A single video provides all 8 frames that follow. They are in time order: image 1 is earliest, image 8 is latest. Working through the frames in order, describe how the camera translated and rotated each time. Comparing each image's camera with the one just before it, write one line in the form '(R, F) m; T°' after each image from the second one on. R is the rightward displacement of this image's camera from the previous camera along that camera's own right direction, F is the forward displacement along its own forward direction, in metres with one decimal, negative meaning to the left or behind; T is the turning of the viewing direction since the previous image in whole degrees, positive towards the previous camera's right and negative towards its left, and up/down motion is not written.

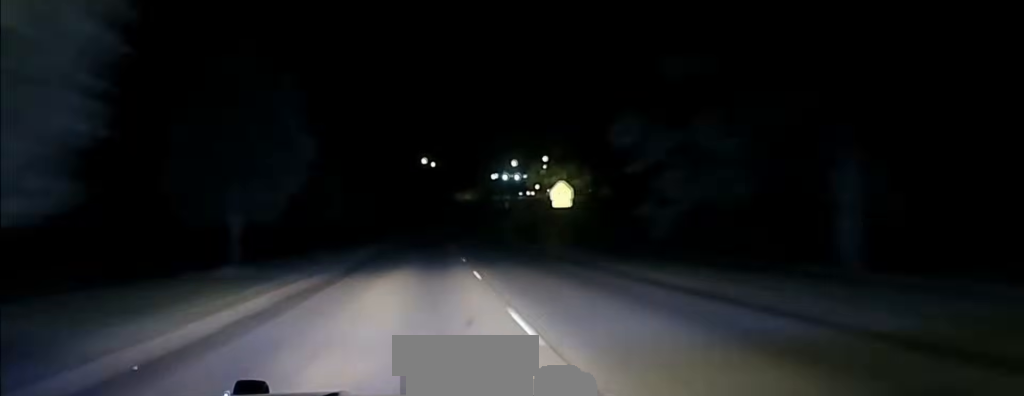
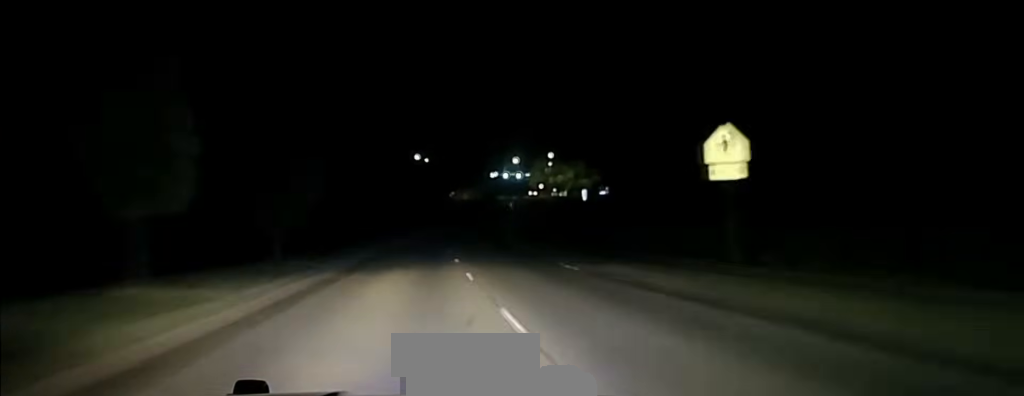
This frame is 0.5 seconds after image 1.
(-0.2, +21.6) m; 0°
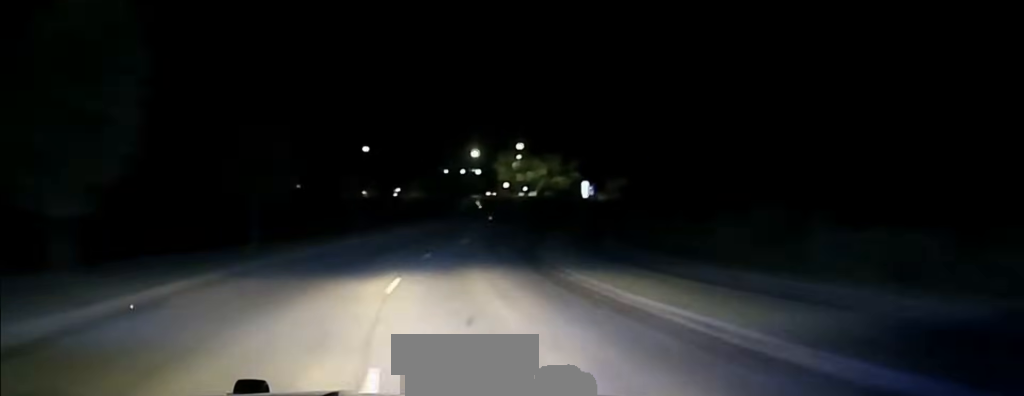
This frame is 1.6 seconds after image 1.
(+0.9, +42.9) m; +3°
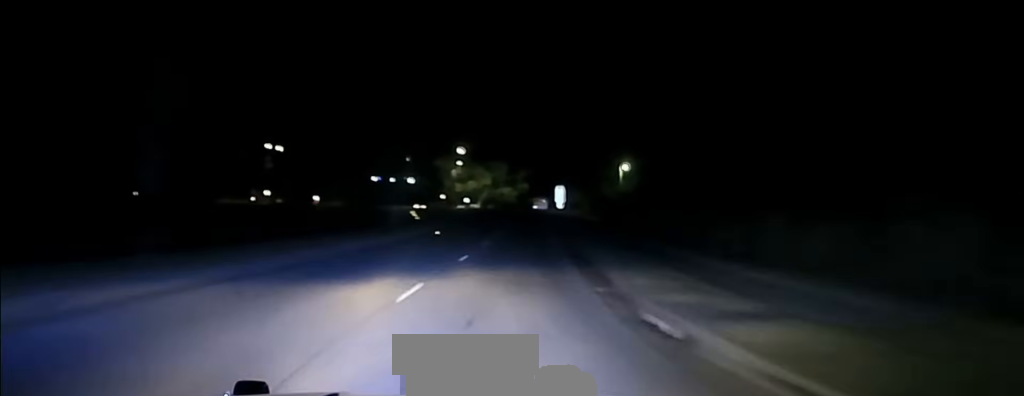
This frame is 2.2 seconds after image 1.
(+0.5, +22.9) m; +3°
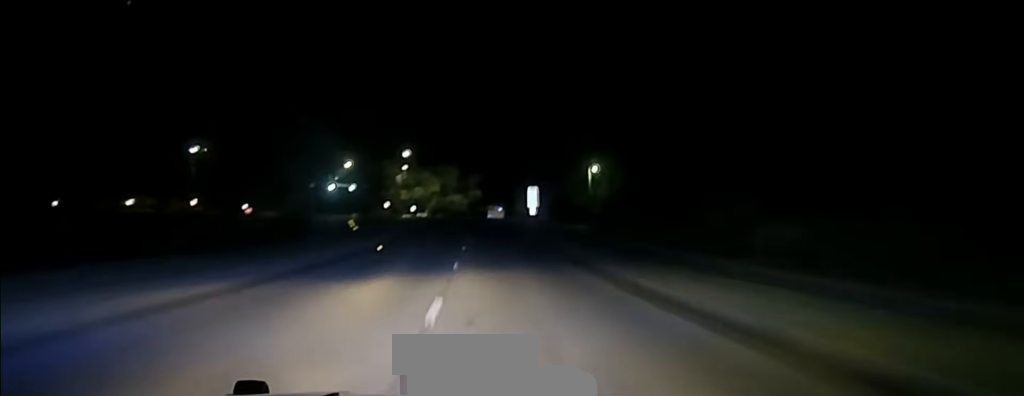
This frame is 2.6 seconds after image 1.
(0.0, +14.3) m; +2°
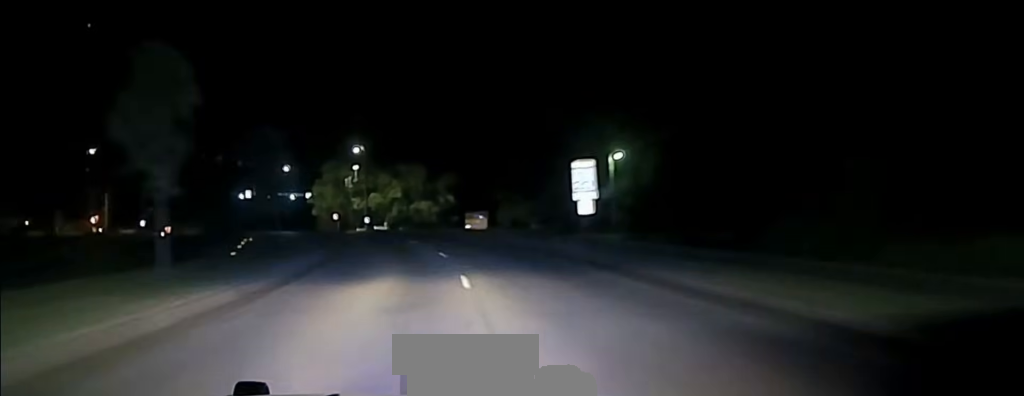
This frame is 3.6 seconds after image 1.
(+1.8, +32.6) m; +5°
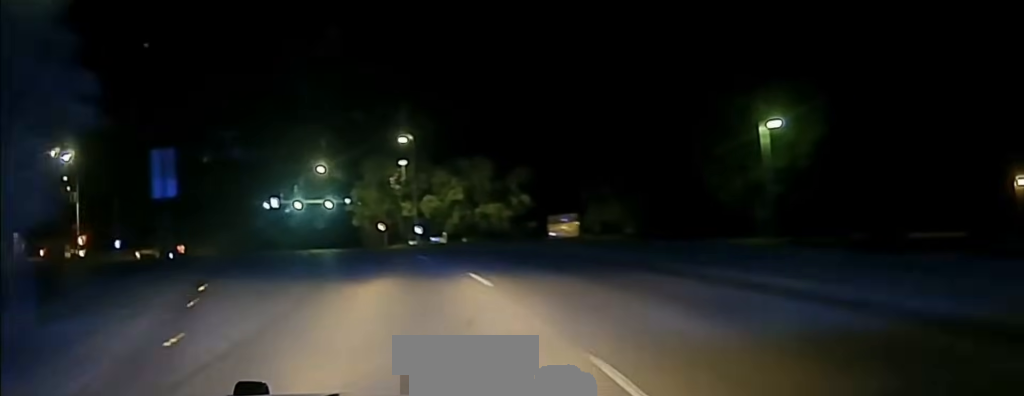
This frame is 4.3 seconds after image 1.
(+0.8, +26.7) m; -2°
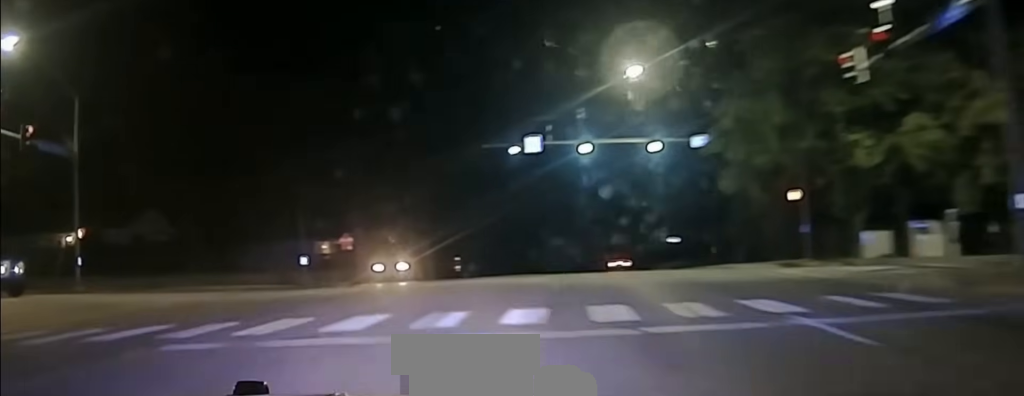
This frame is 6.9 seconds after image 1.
(-8.9, +57.9) m; -23°
